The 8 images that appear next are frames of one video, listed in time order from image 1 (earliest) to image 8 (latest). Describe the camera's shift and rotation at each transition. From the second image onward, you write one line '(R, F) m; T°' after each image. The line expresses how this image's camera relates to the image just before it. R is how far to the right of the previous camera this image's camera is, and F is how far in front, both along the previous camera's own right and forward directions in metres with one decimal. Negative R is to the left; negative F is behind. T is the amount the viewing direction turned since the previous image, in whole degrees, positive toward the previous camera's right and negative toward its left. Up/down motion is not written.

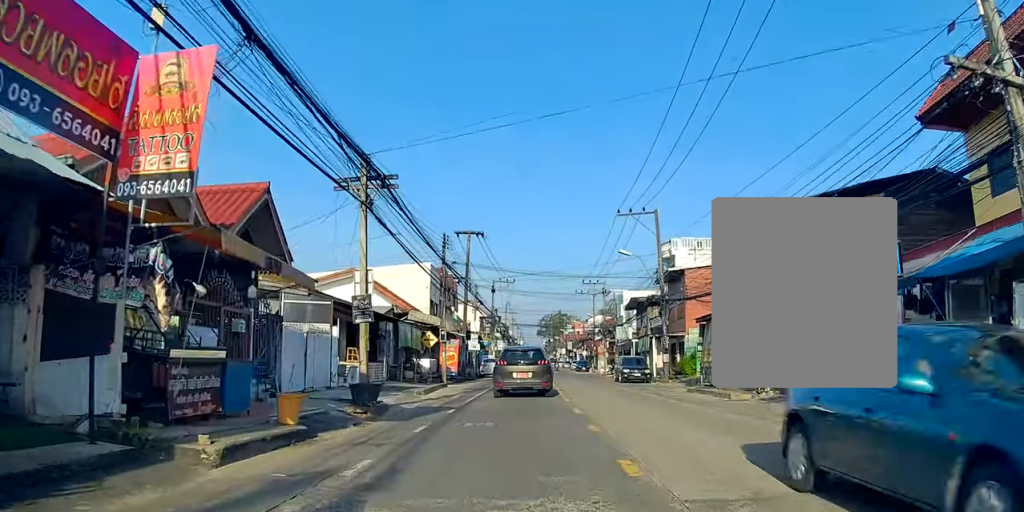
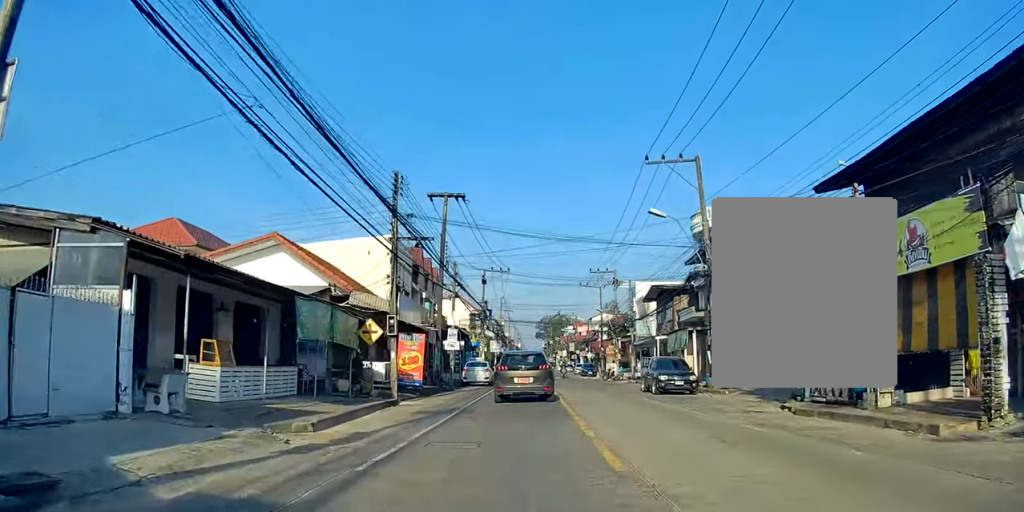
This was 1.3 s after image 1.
(+0.1, +11.2) m; +2°
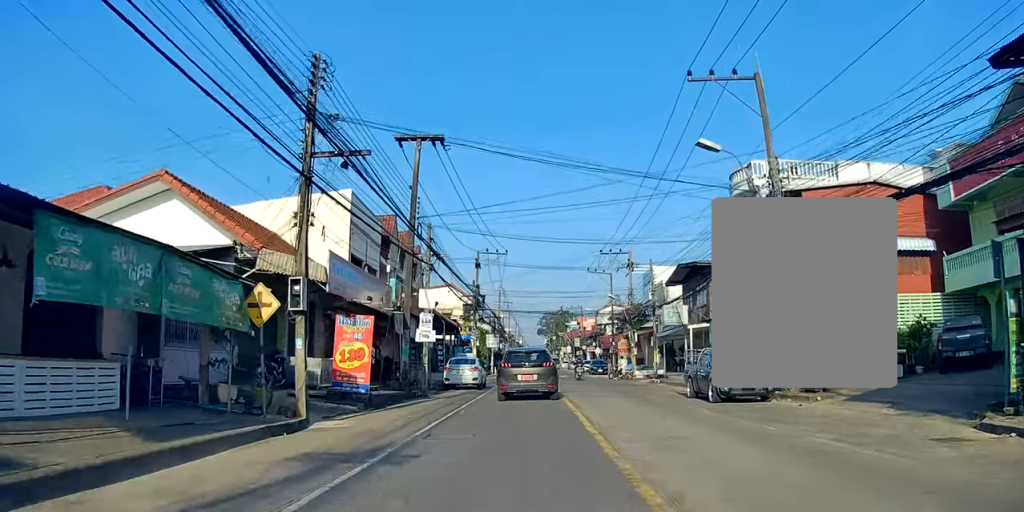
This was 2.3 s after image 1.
(+0.2, +8.3) m; +1°
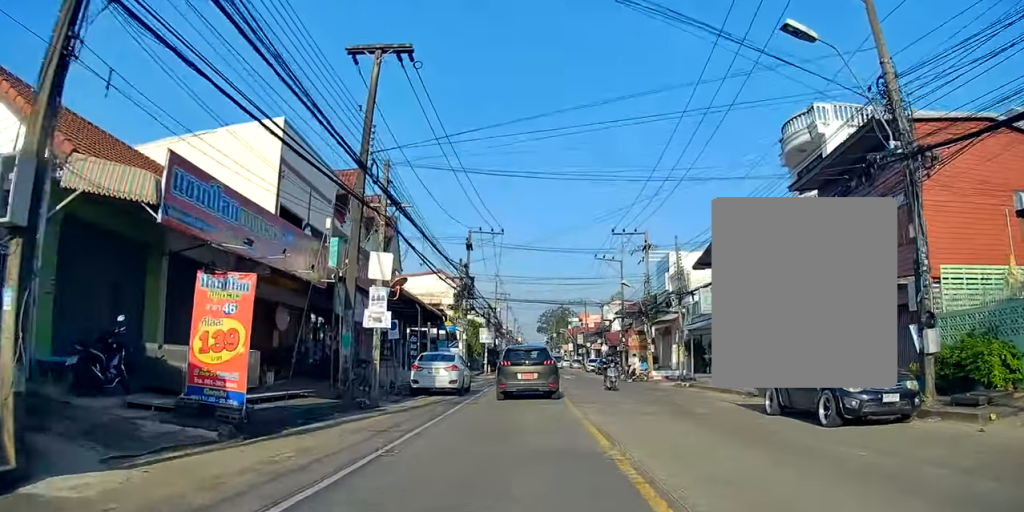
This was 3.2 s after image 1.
(0.0, +7.7) m; -1°
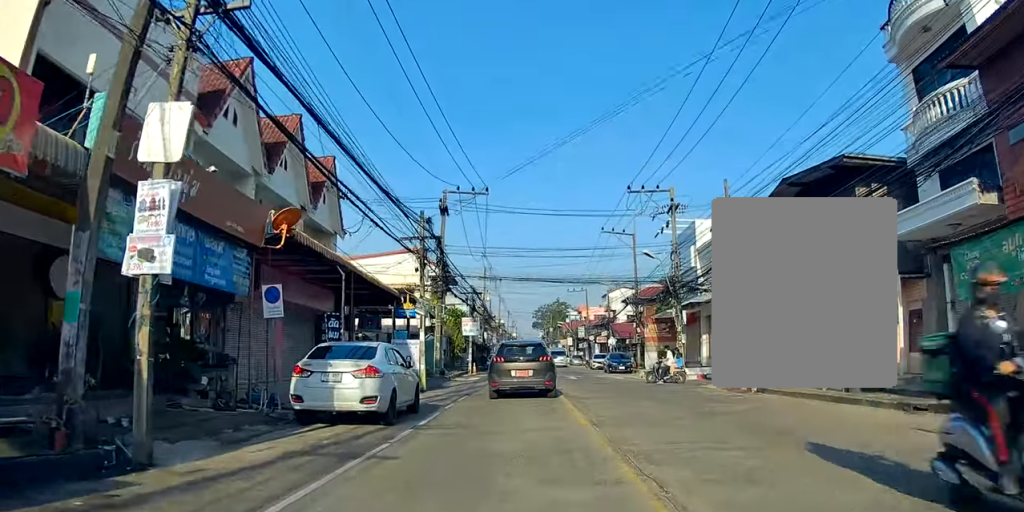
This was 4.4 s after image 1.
(-0.2, +10.4) m; -1°
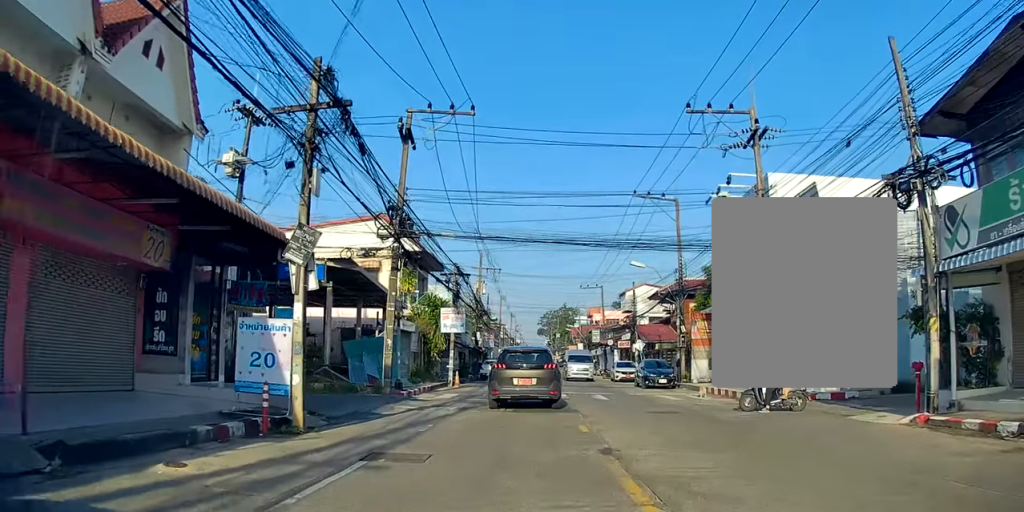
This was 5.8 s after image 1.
(0.0, +13.1) m; +1°
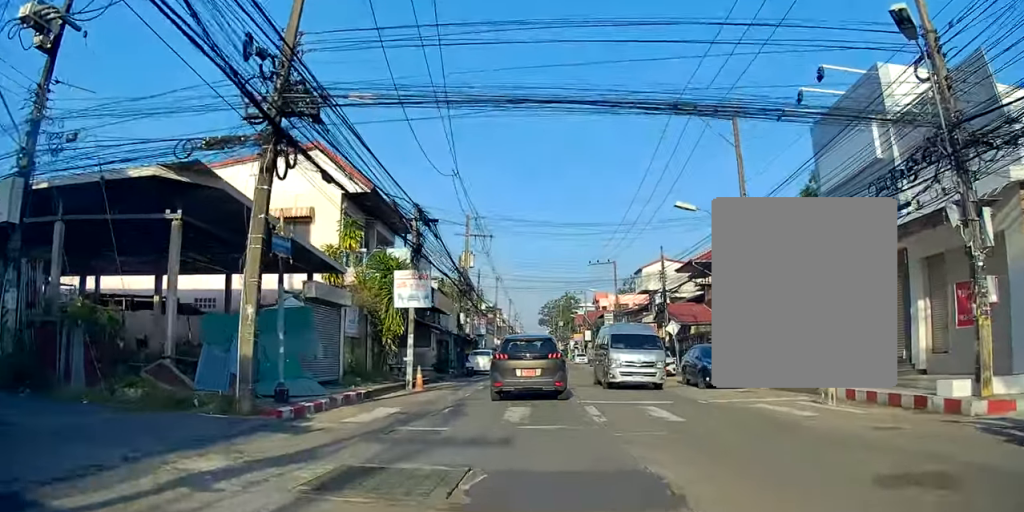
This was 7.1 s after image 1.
(+0.2, +11.5) m; +2°
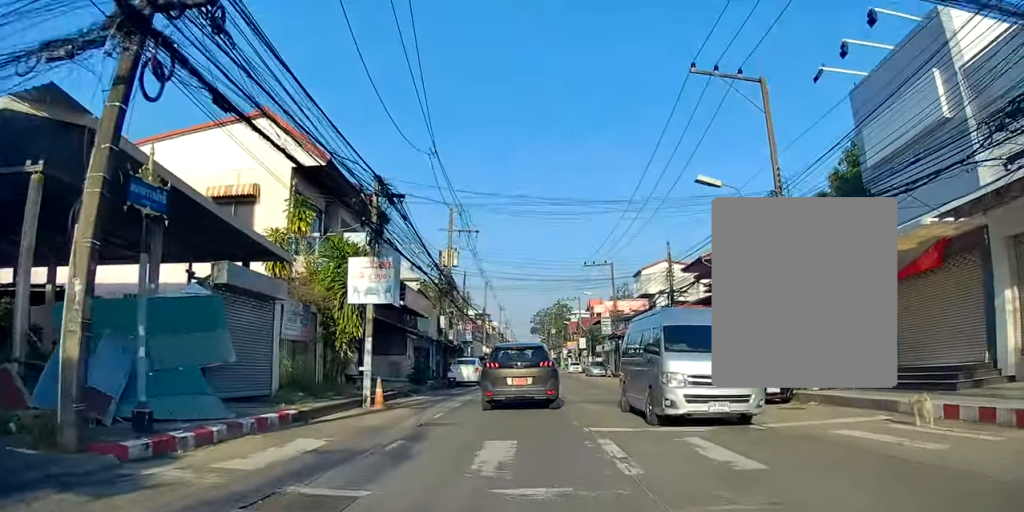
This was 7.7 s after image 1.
(0.0, +4.6) m; 0°
